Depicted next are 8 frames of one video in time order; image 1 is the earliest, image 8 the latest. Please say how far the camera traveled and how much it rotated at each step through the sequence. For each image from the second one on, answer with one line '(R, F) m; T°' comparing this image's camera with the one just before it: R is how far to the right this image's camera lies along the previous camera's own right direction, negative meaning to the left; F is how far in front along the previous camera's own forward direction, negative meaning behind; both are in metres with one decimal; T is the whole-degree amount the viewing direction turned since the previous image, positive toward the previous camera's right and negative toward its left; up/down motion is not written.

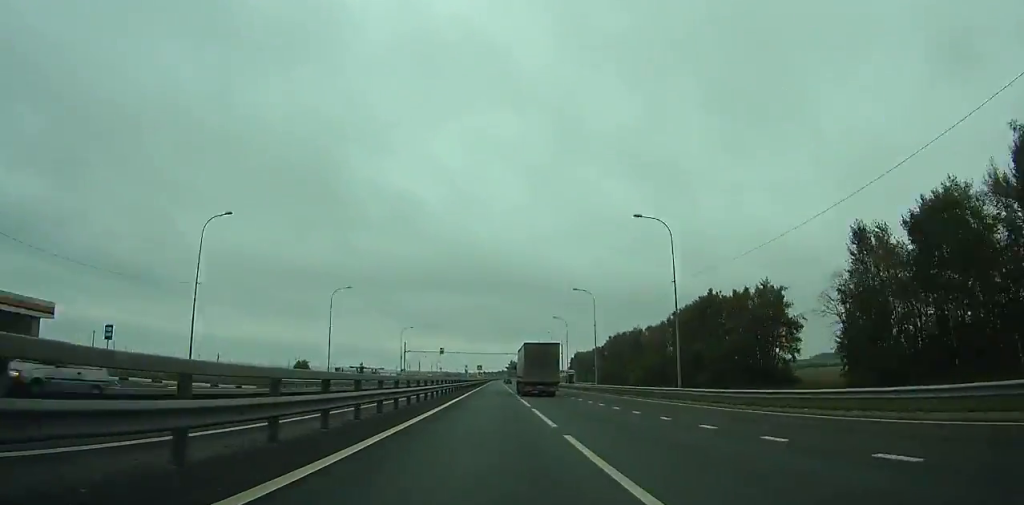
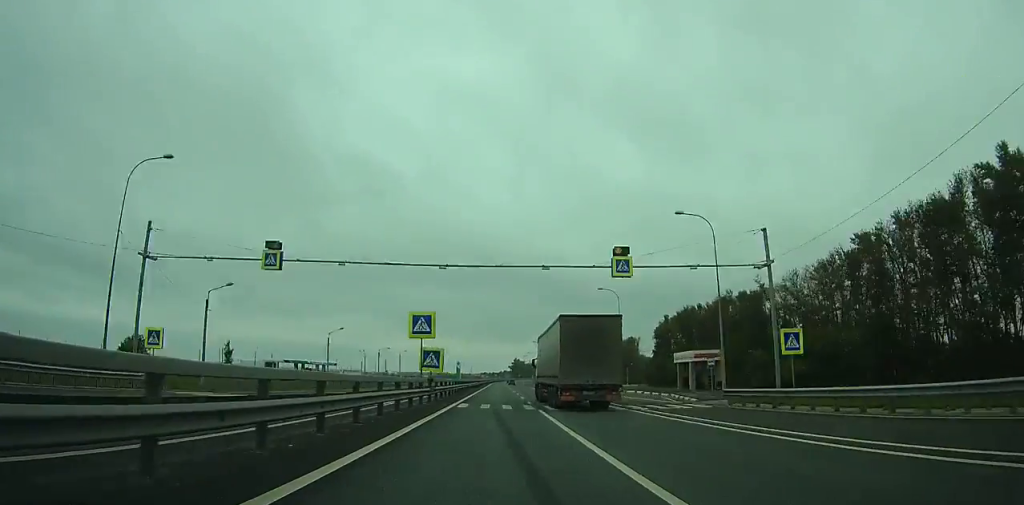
(-0.2, +96.8) m; 0°
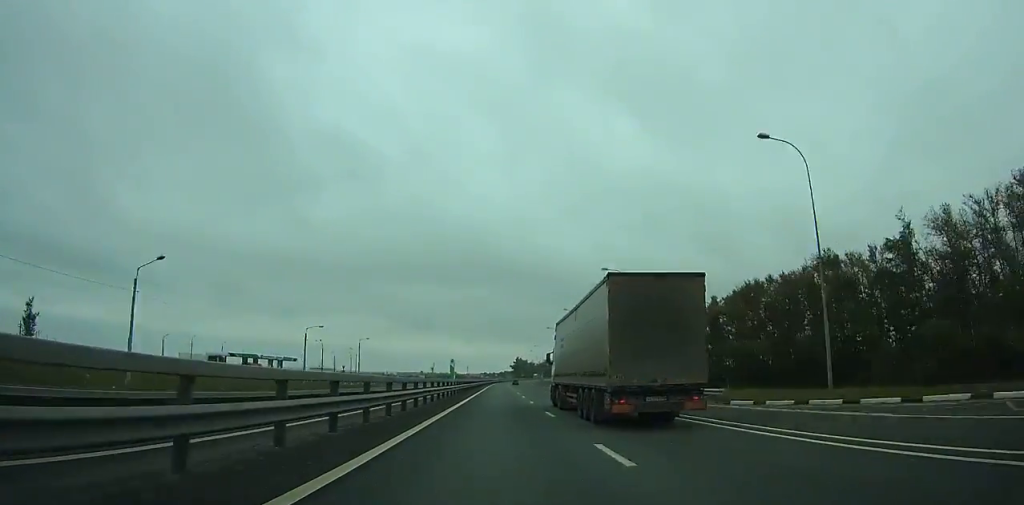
(0.0, +45.9) m; 0°
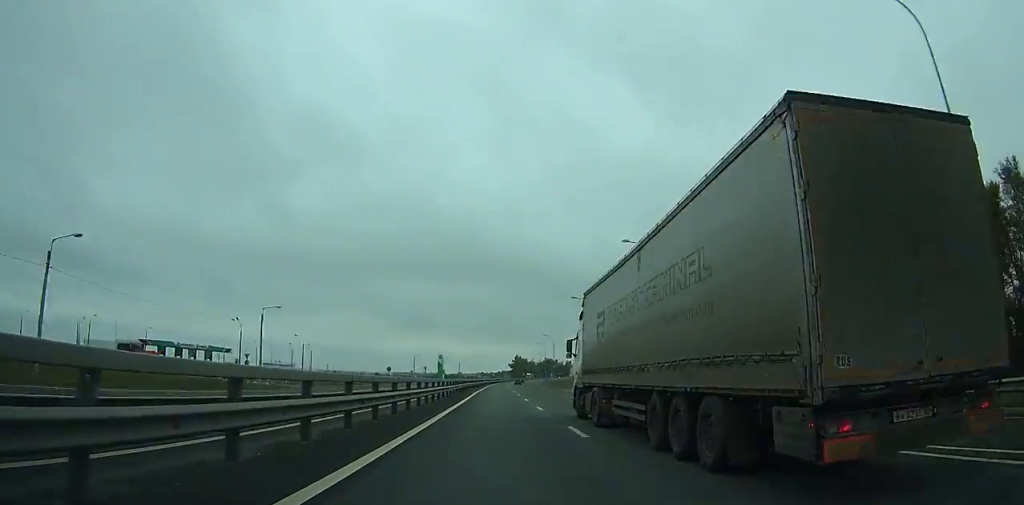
(-0.1, +43.5) m; 0°
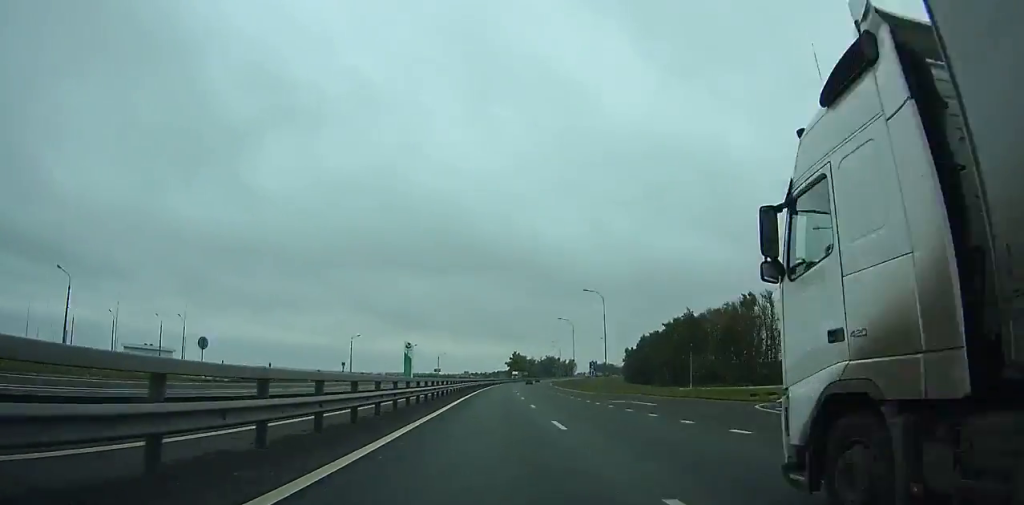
(+0.3, +69.9) m; +1°
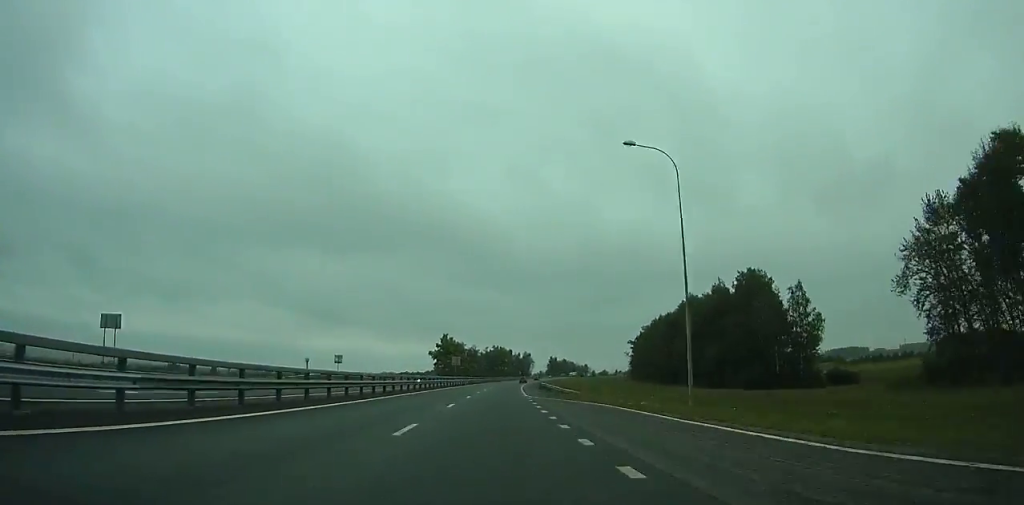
(+8.5, +168.4) m; +6°
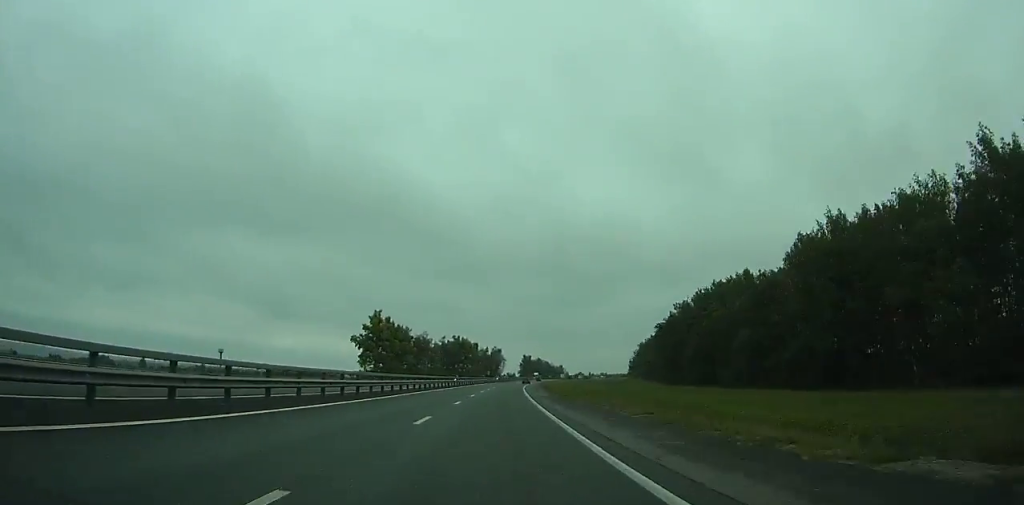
(+2.4, +94.3) m; +3°
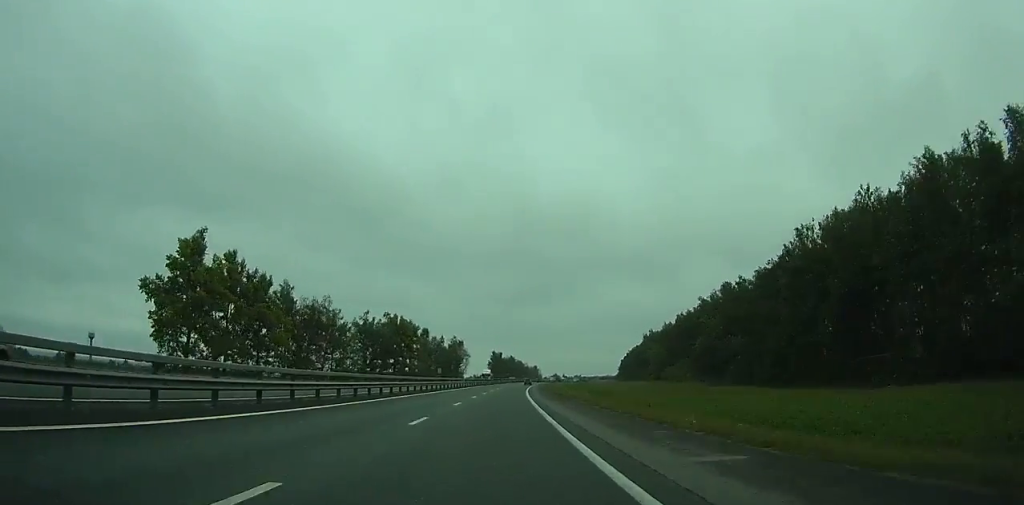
(+3.1, +96.3) m; +4°
